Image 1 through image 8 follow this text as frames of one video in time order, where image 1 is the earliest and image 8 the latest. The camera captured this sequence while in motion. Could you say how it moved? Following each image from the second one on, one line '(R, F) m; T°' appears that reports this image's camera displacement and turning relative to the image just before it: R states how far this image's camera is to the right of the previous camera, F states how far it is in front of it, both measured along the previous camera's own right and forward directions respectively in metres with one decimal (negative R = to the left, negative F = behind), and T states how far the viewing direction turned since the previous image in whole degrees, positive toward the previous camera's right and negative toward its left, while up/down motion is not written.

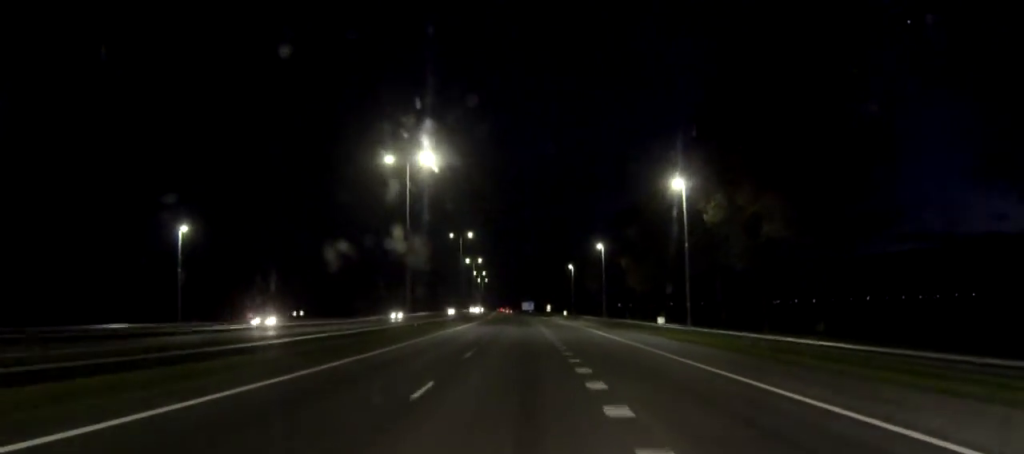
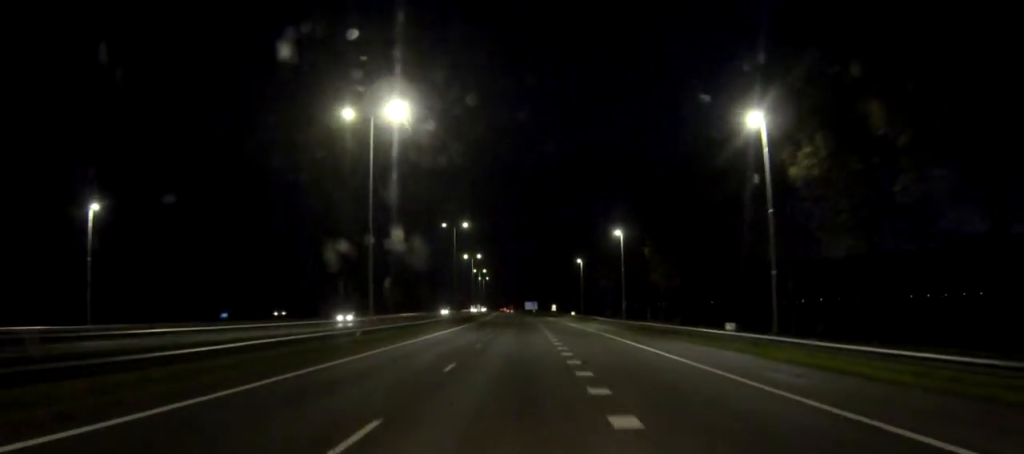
(0.0, +18.0) m; 0°
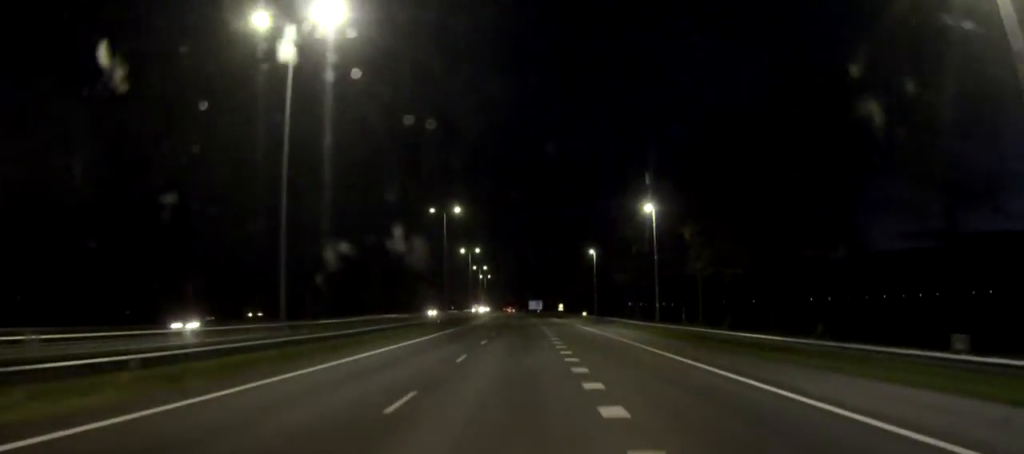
(0.0, +20.1) m; 0°
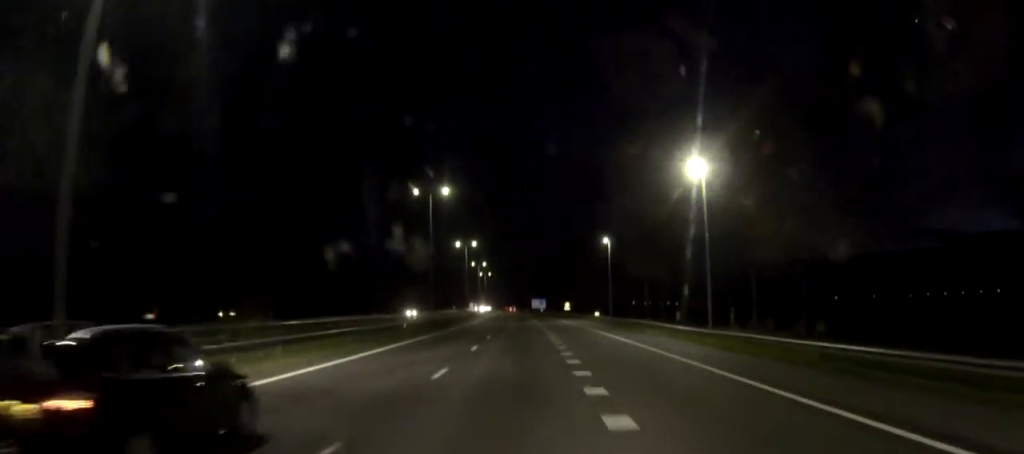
(0.0, +18.0) m; 0°
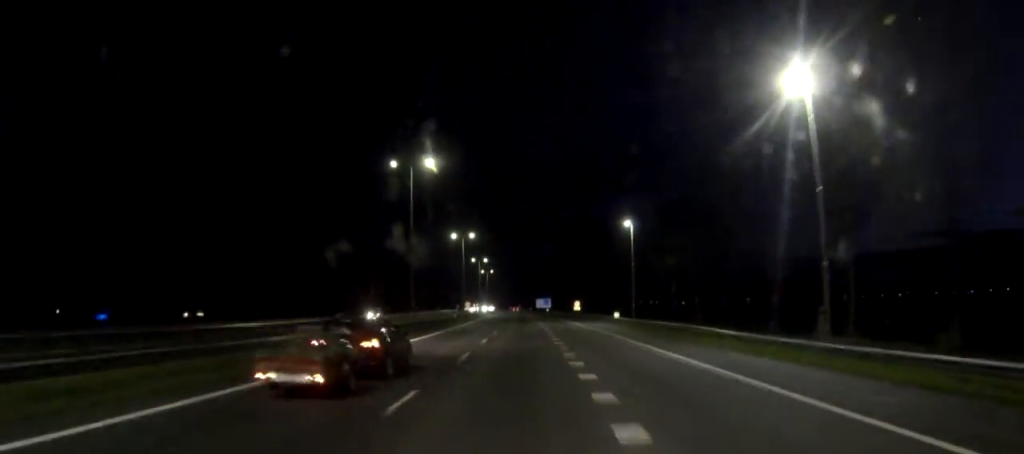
(0.0, +18.0) m; 0°
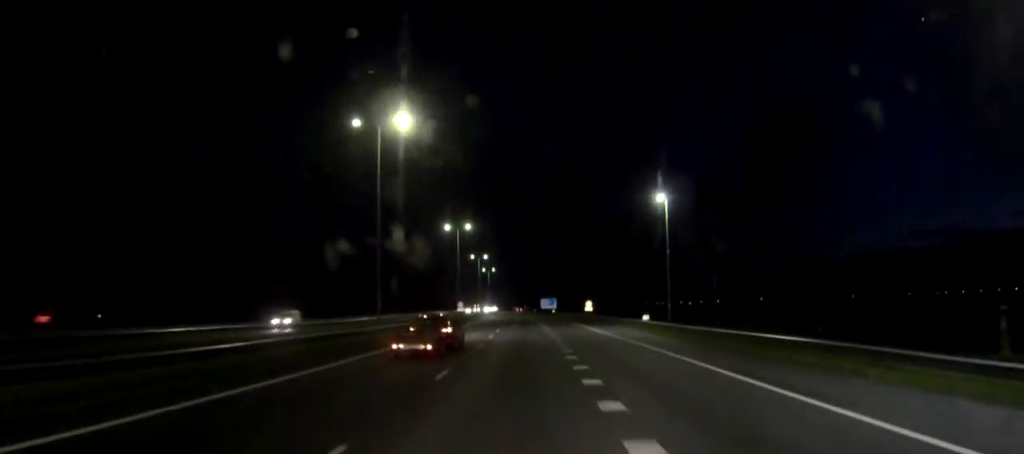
(+0.1, +17.9) m; 0°
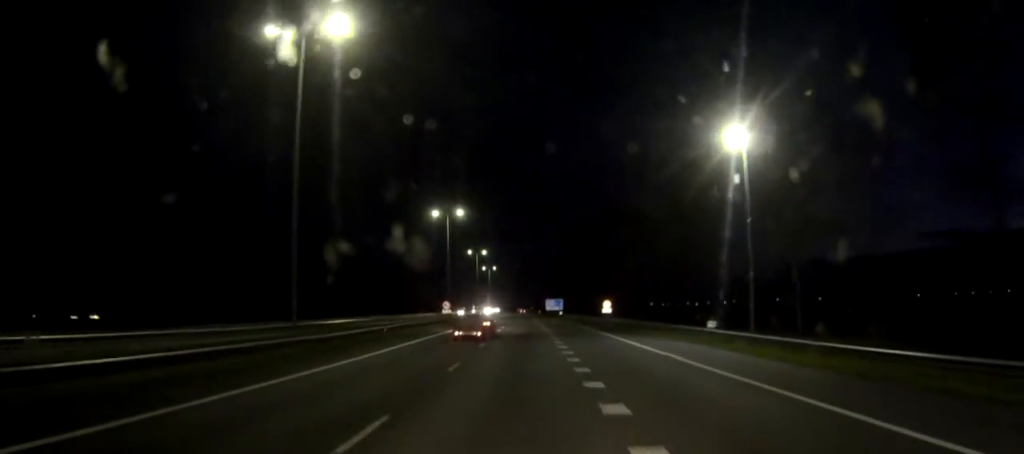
(-0.3, +21.4) m; -1°
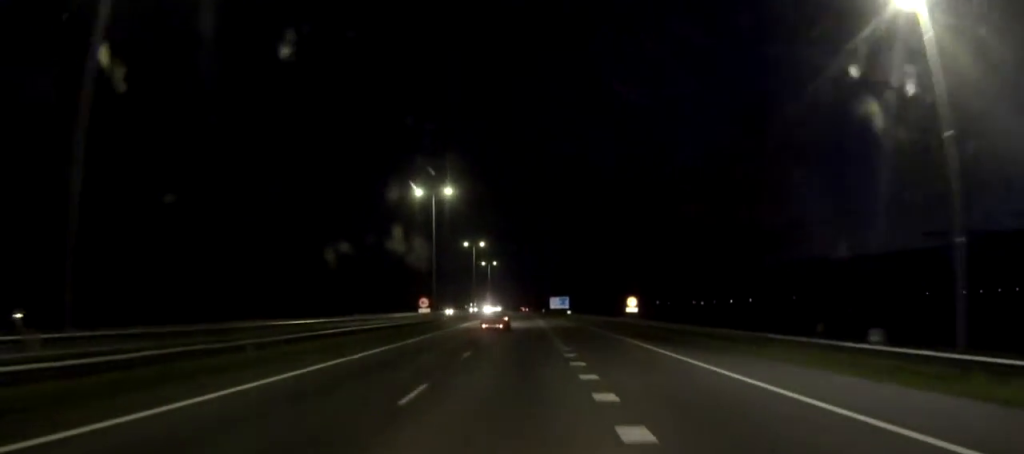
(-0.2, +19.4) m; 0°
